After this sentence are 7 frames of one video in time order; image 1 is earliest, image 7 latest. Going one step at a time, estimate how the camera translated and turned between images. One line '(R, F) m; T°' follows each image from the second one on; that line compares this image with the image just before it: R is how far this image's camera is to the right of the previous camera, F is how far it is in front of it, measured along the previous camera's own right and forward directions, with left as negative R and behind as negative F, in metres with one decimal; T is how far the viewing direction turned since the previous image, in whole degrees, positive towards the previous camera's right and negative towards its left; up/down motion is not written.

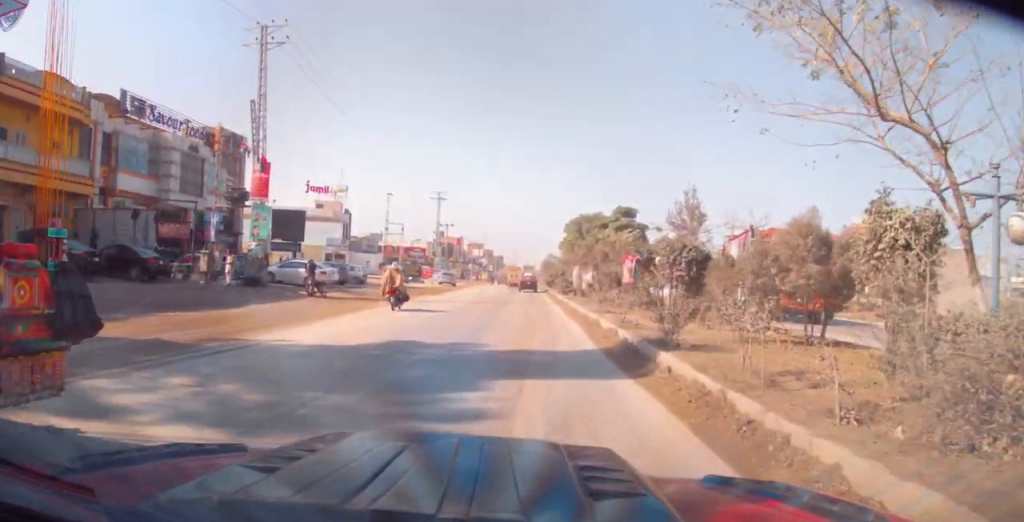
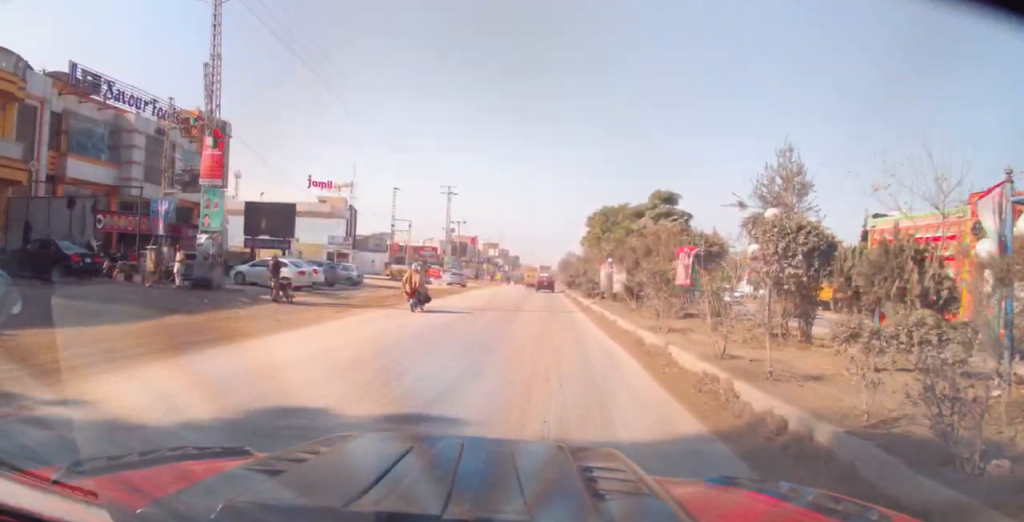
(+0.2, +5.7) m; 0°
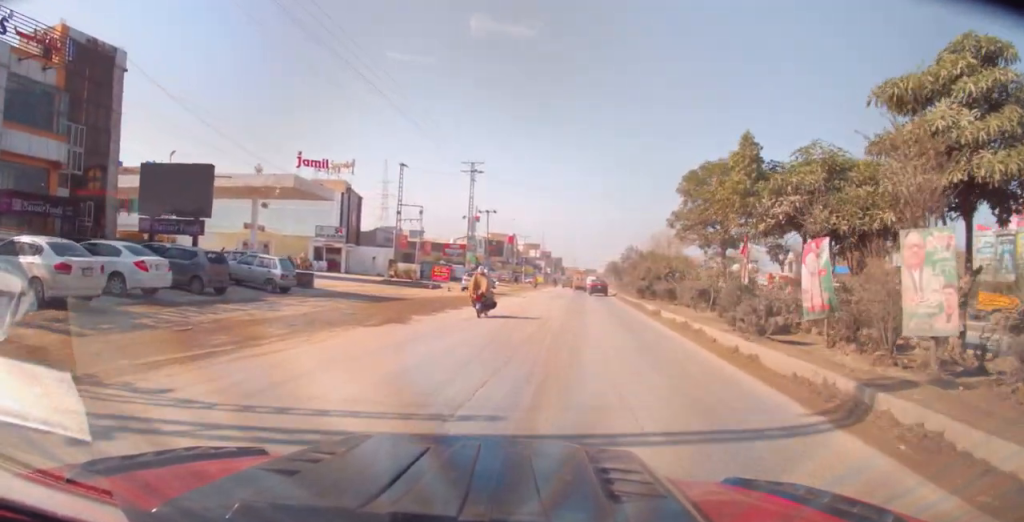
(-1.2, +18.0) m; -5°
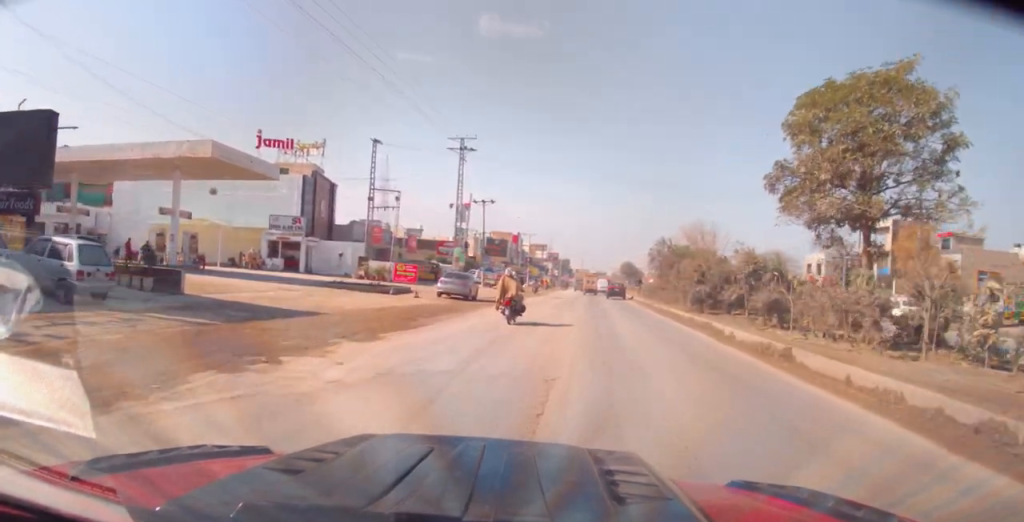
(+0.2, +11.8) m; +2°
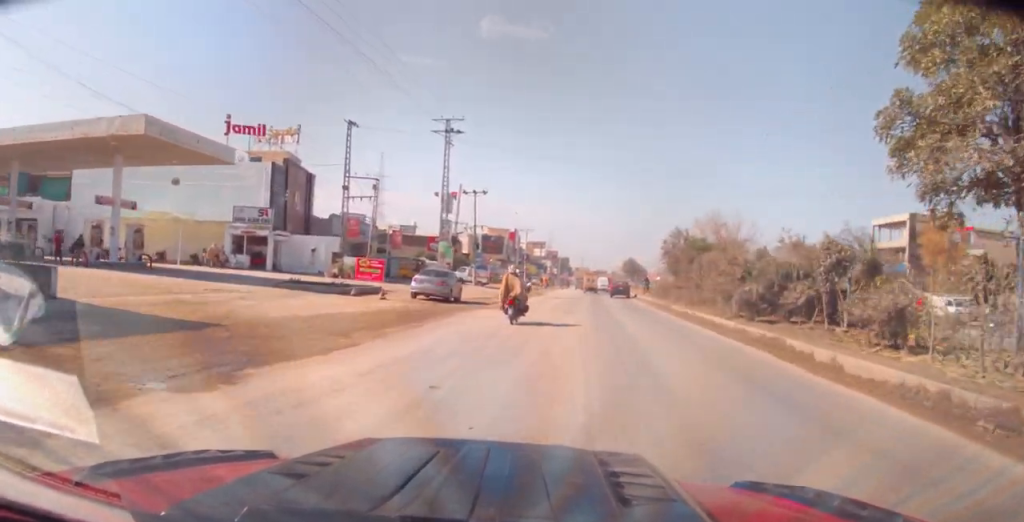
(+0.1, +5.4) m; +1°
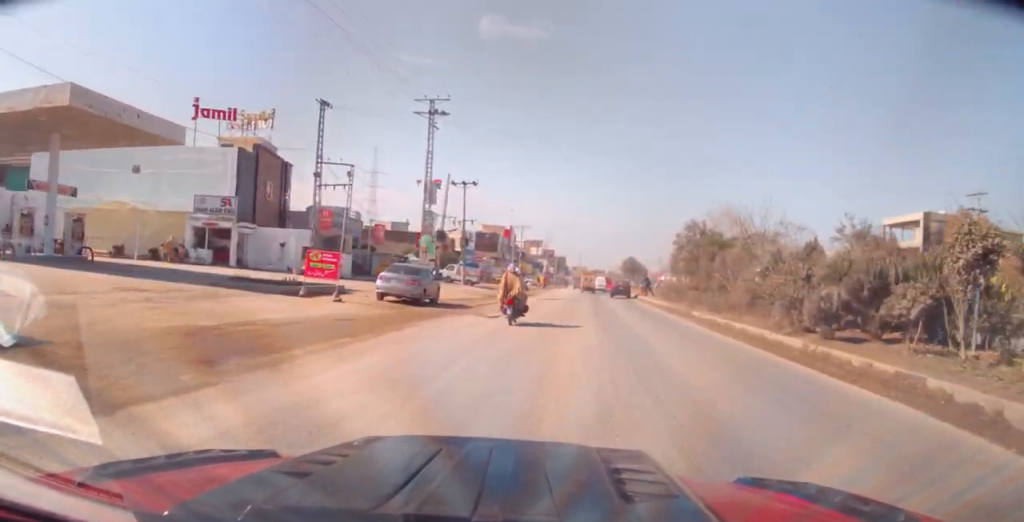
(-0.1, +5.0) m; 0°
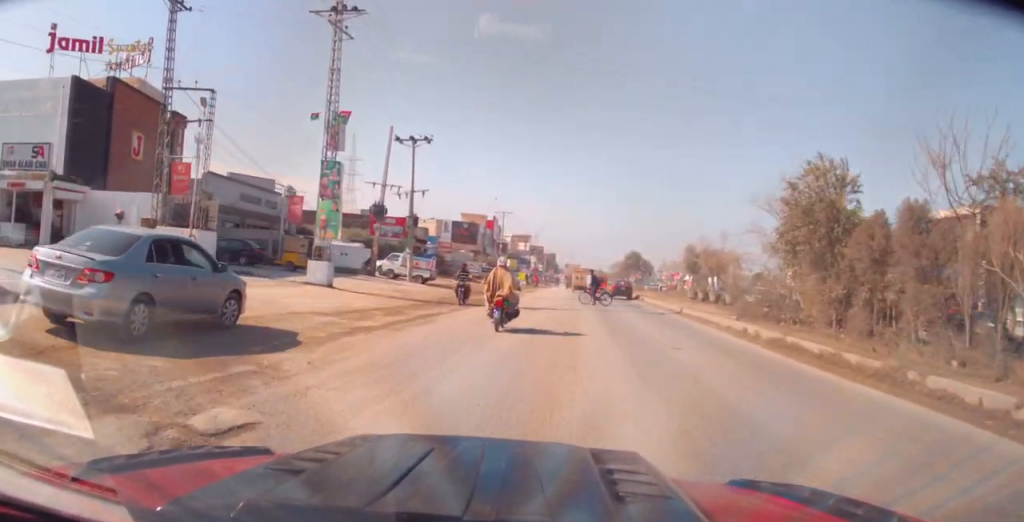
(+0.2, +15.8) m; 0°
